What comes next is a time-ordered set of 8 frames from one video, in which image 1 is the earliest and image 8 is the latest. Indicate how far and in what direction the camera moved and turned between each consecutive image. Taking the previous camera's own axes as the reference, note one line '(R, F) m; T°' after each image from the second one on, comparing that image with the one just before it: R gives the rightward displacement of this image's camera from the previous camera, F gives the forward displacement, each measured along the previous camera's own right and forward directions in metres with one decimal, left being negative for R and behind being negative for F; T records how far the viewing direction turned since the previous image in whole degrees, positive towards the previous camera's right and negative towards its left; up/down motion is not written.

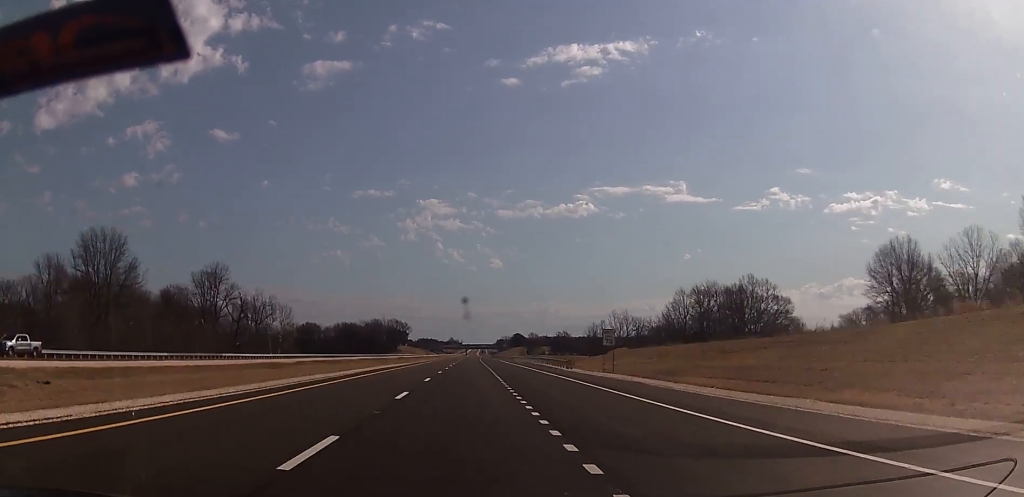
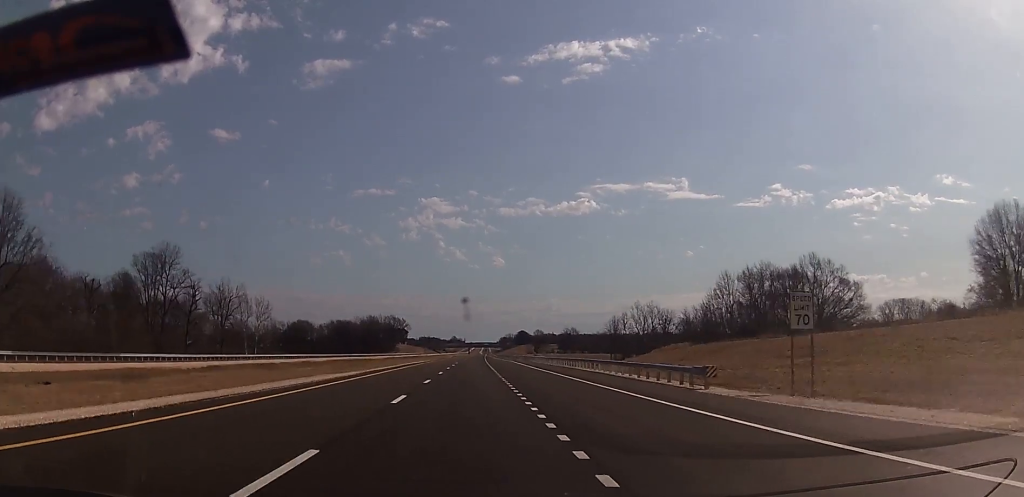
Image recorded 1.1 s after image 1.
(-0.5, +38.0) m; 0°
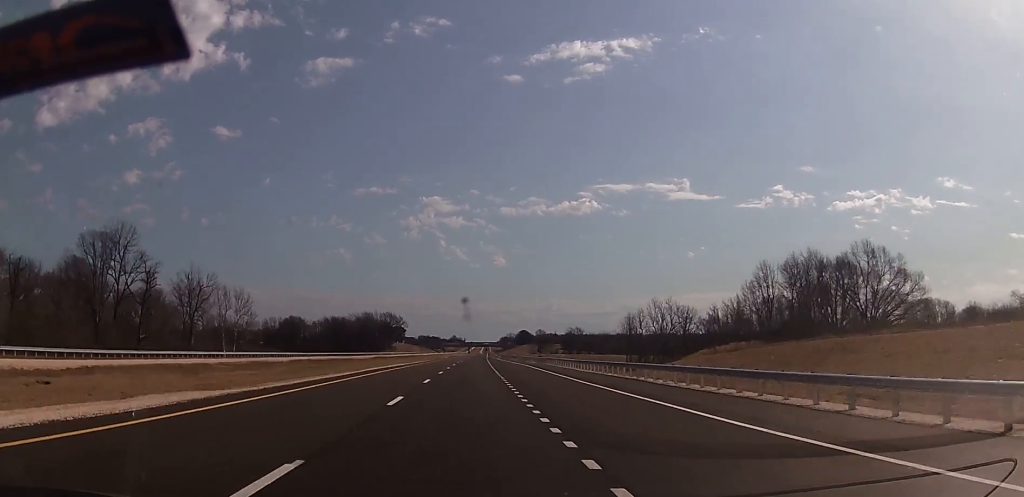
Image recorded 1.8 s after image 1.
(+0.2, +25.0) m; 0°
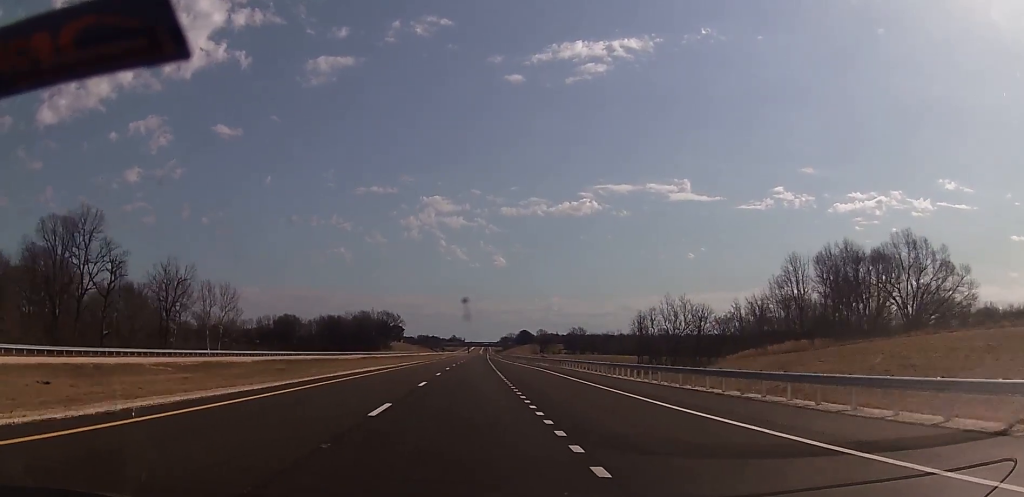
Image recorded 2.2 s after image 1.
(+0.1, +15.4) m; 0°
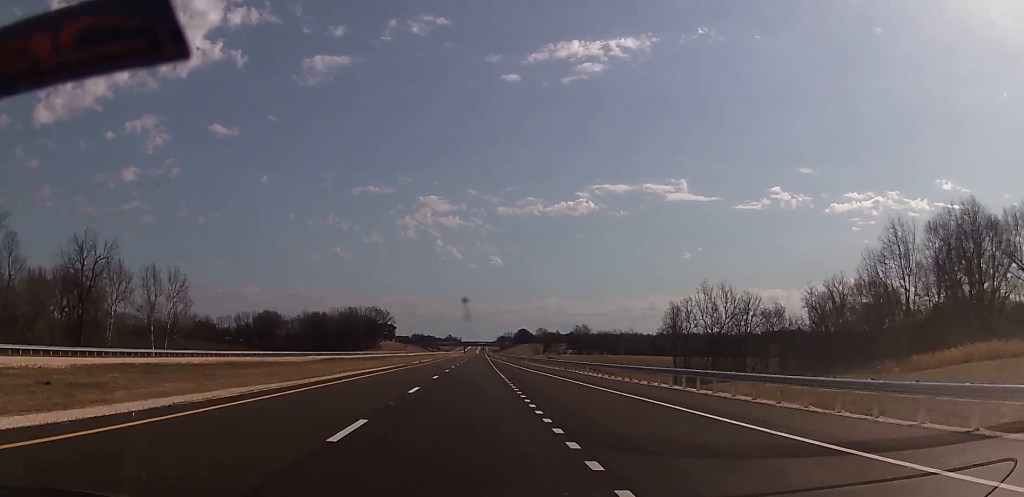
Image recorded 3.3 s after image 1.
(-0.1, +40.6) m; -1°
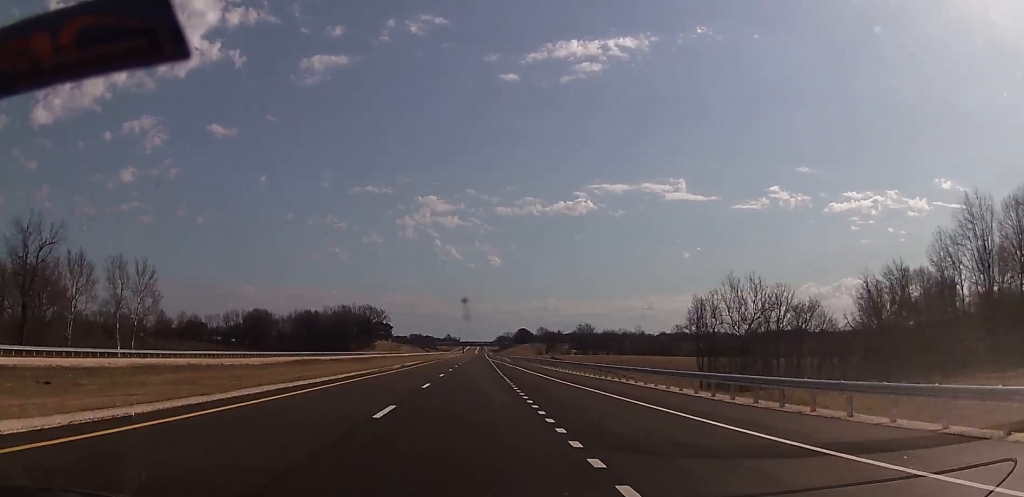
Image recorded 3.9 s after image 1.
(-0.3, +20.2) m; 0°
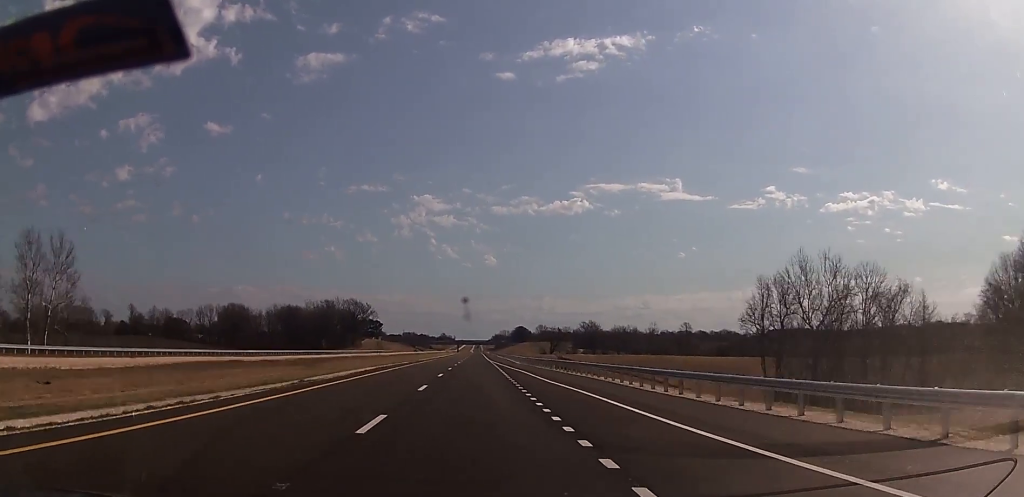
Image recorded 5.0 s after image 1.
(+0.2, +39.2) m; +1°
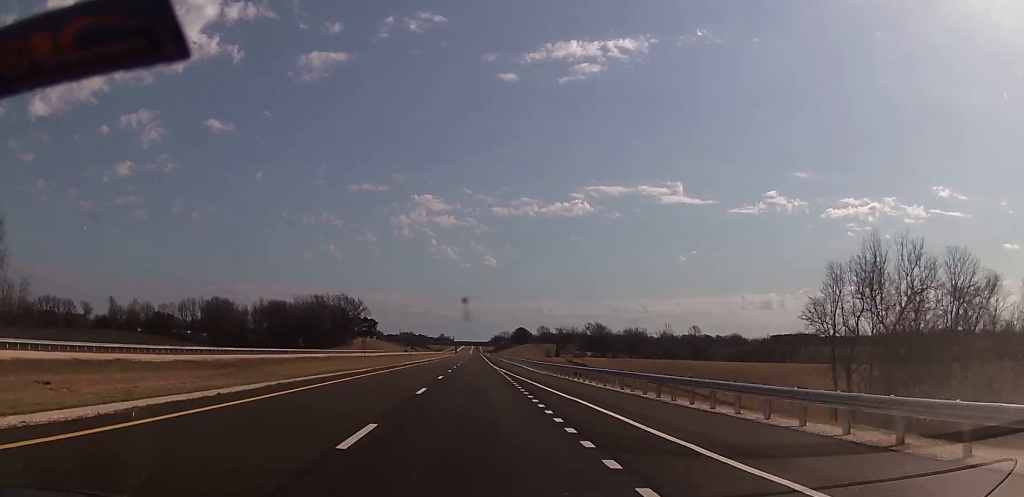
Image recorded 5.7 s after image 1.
(+0.1, +26.1) m; 0°
